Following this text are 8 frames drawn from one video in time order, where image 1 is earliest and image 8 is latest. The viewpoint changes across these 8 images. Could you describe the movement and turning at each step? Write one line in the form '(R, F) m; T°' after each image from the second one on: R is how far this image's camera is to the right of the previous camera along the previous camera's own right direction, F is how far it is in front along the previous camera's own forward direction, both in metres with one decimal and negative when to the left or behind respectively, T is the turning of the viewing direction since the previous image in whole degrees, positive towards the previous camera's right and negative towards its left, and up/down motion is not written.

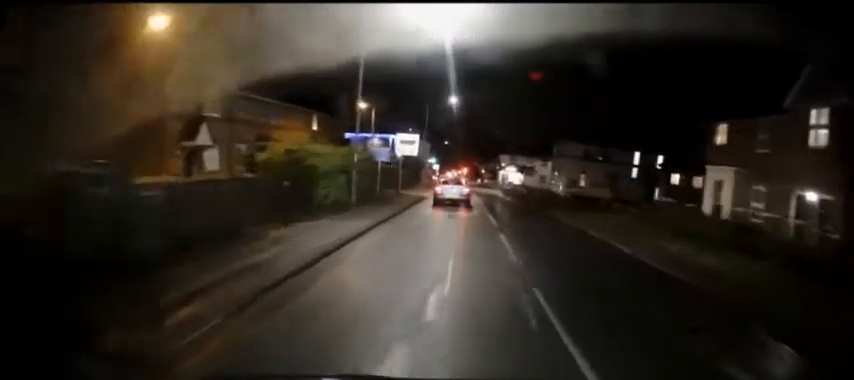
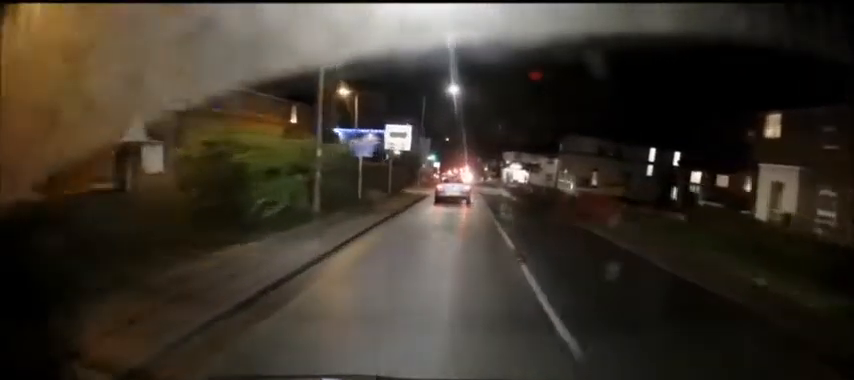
(0.0, +4.2) m; 0°
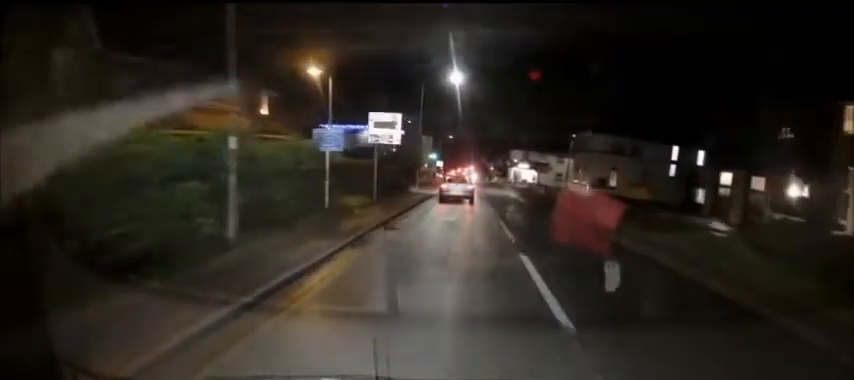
(0.0, +4.9) m; 0°
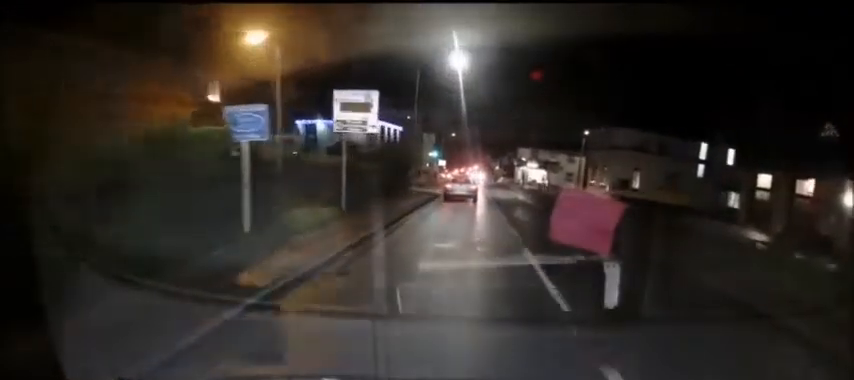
(0.0, +5.2) m; 0°
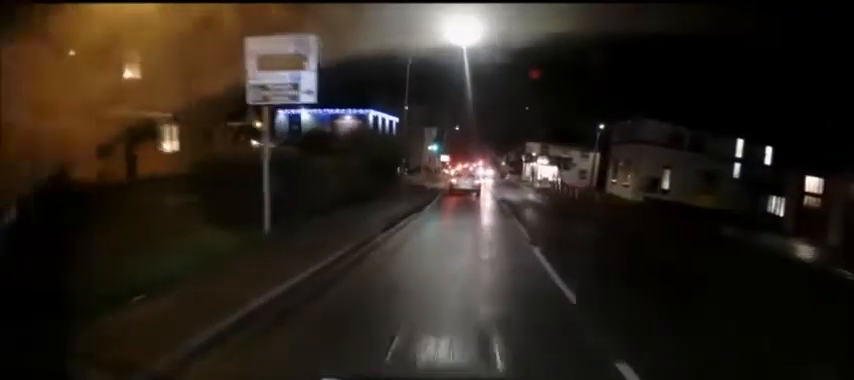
(0.0, +5.7) m; 0°
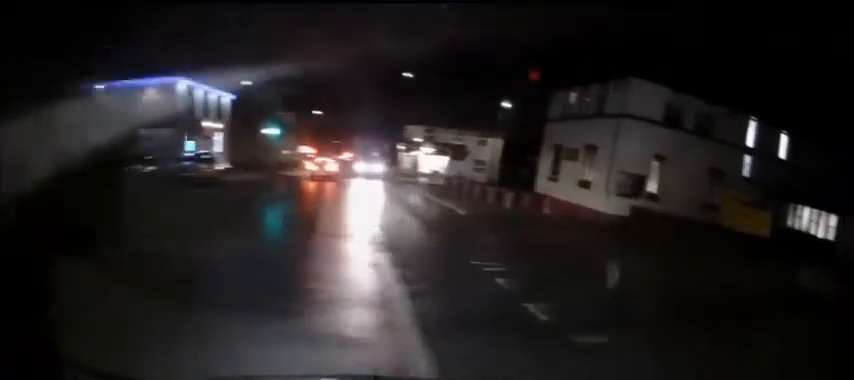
(+1.0, +14.6) m; +23°
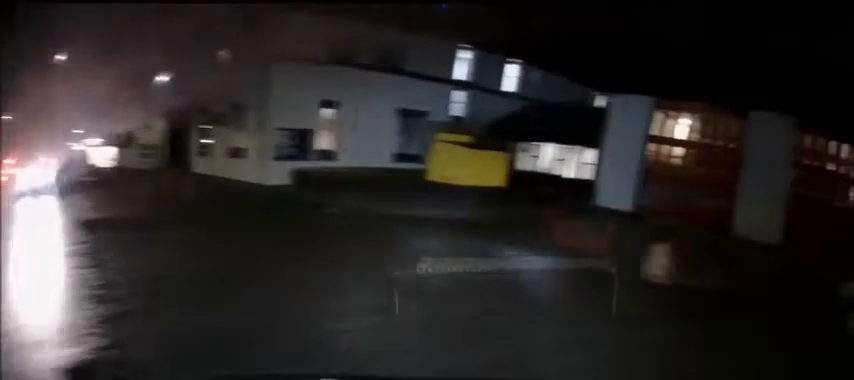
(+1.6, +5.1) m; +35°
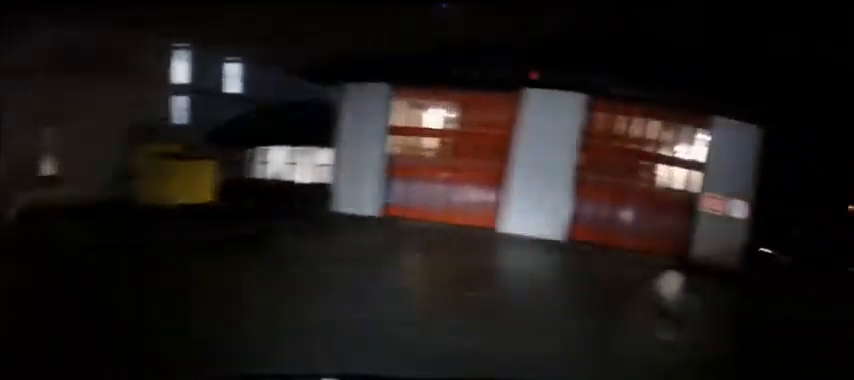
(+0.6, +2.4) m; +27°
